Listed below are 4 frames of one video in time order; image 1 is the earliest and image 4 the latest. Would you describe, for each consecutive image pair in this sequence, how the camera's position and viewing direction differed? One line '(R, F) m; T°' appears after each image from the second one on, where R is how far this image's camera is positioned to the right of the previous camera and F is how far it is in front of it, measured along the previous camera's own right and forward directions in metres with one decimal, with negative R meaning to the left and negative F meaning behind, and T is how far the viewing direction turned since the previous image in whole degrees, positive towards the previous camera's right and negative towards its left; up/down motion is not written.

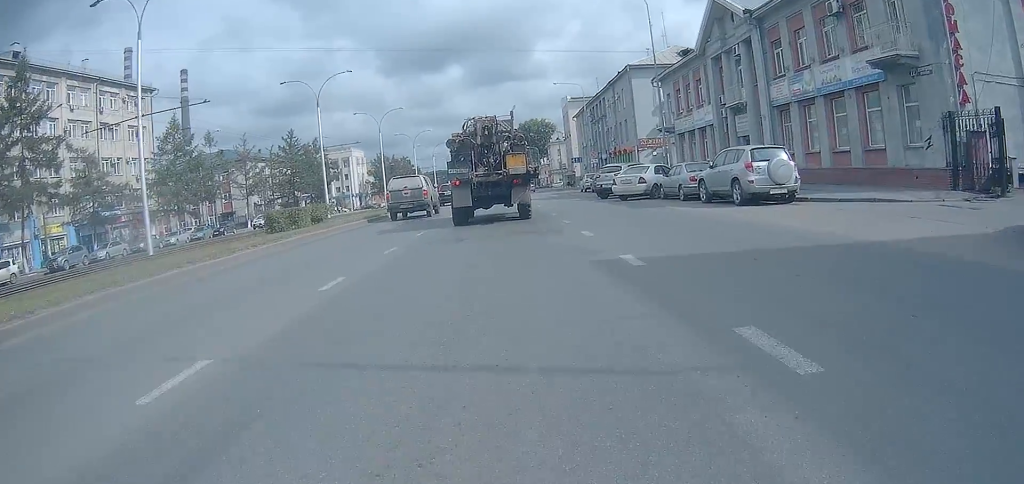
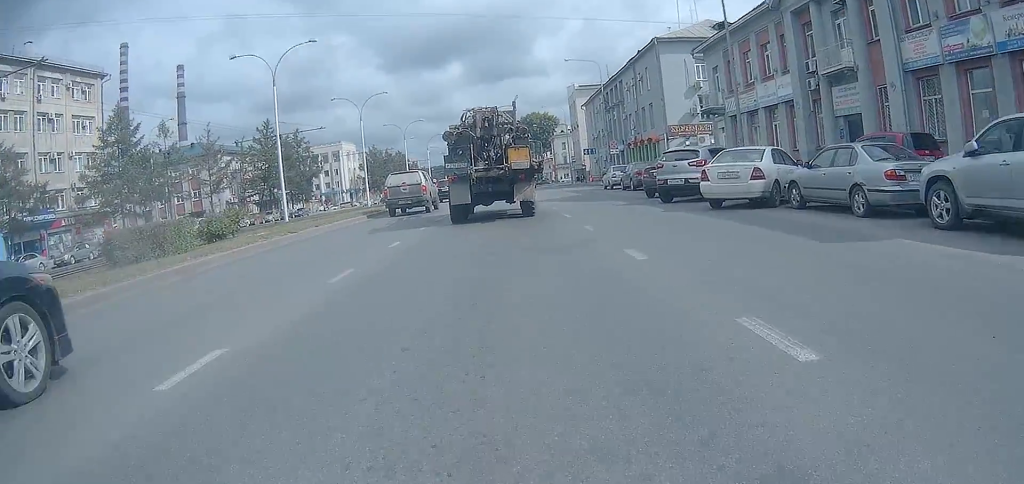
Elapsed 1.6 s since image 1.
(-0.2, +11.6) m; 0°
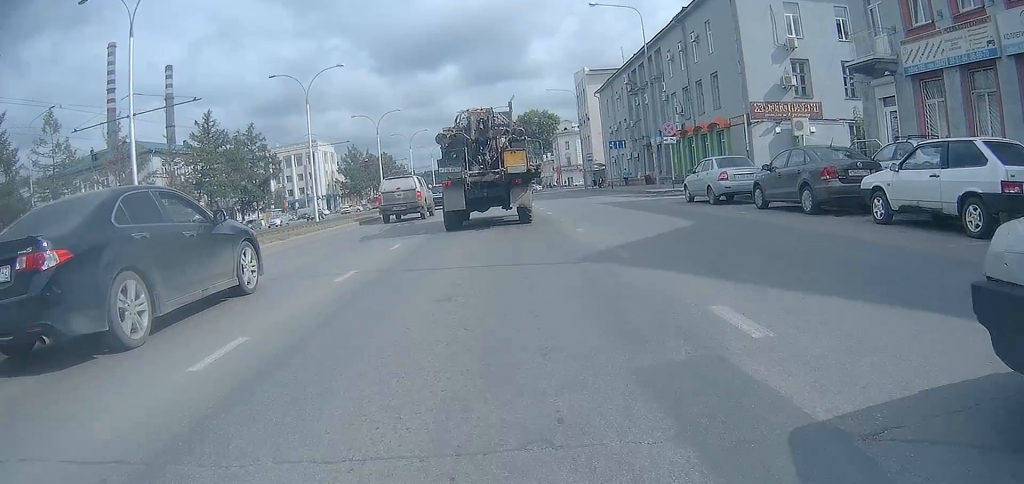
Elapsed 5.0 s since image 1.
(-0.1, +21.2) m; -1°
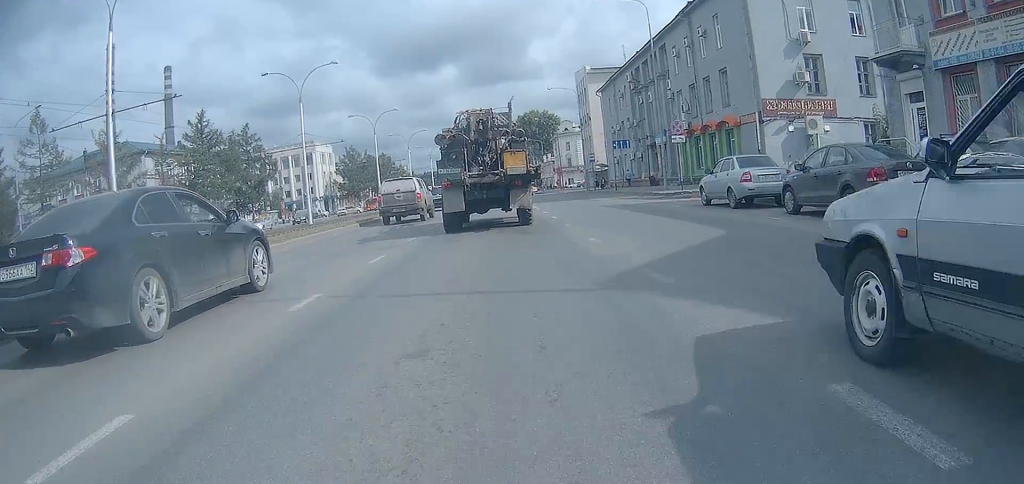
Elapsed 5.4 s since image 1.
(-0.1, +2.0) m; -2°
